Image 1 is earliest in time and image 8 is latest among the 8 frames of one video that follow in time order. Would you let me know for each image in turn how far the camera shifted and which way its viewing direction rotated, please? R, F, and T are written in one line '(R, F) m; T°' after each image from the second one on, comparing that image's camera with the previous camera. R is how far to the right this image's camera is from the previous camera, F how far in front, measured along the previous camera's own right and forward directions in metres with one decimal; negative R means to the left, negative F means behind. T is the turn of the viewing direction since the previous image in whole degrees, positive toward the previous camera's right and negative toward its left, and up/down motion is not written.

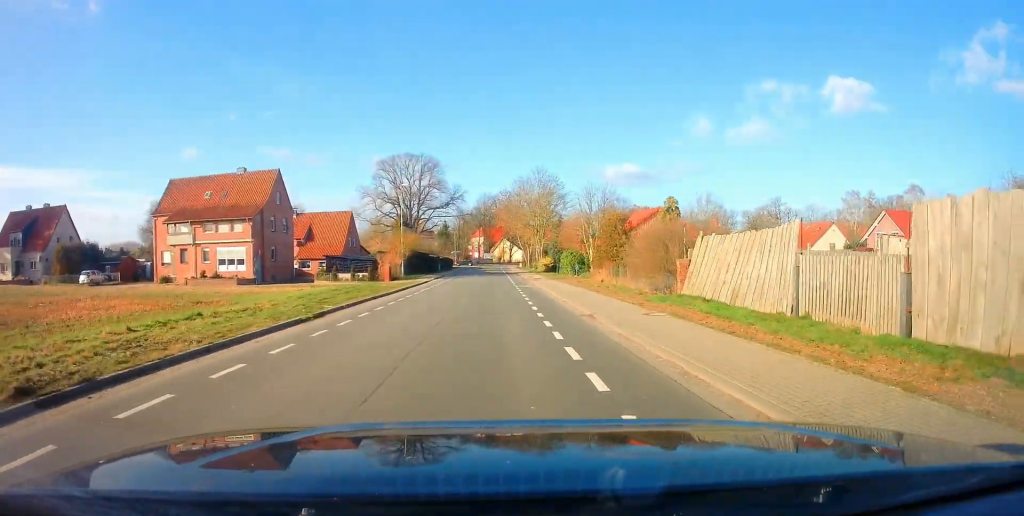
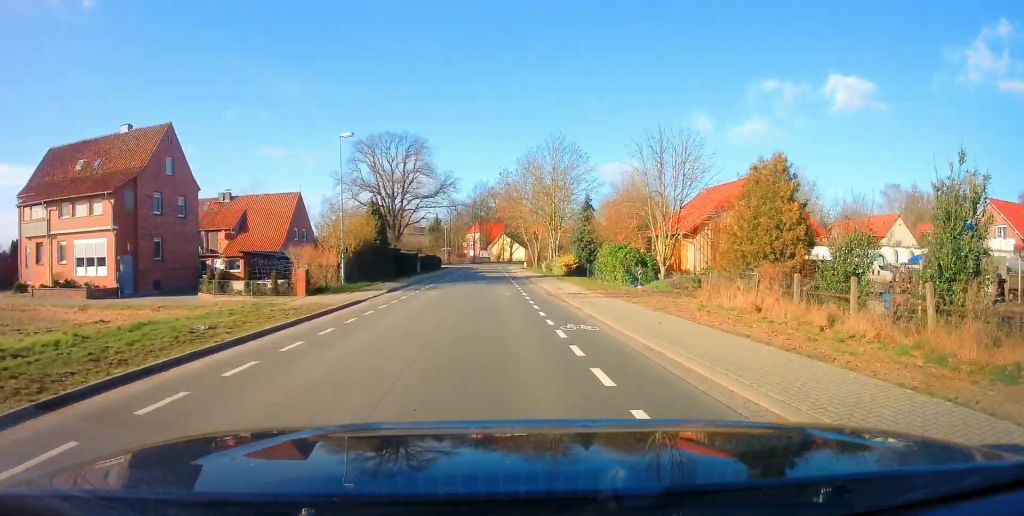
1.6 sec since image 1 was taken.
(+0.4, +19.6) m; +2°
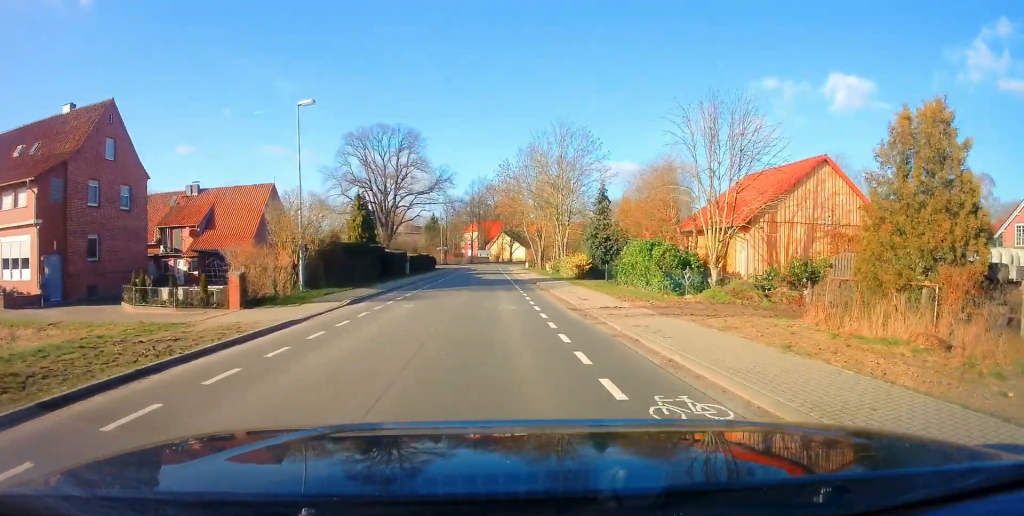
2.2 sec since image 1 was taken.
(+0.1, +6.6) m; 0°
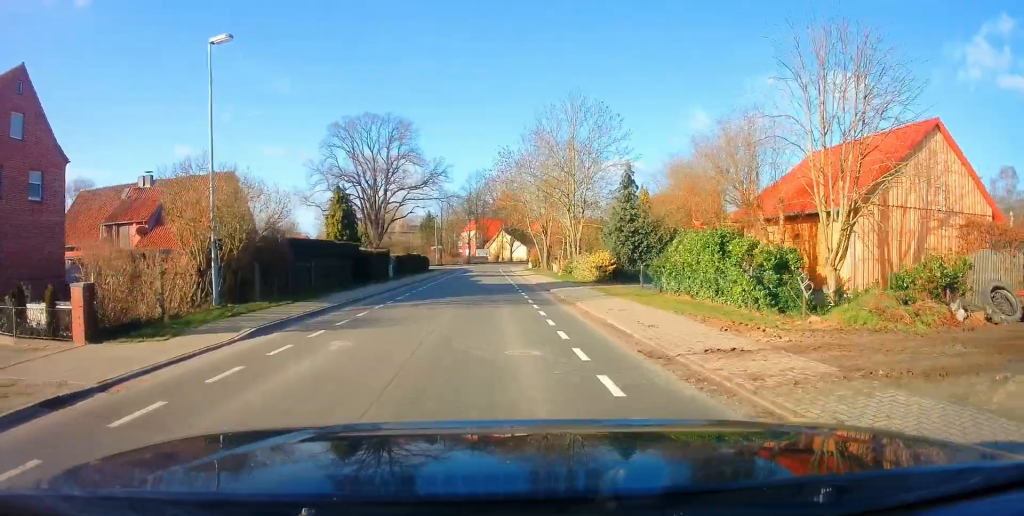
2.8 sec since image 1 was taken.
(-0.2, +7.8) m; 0°
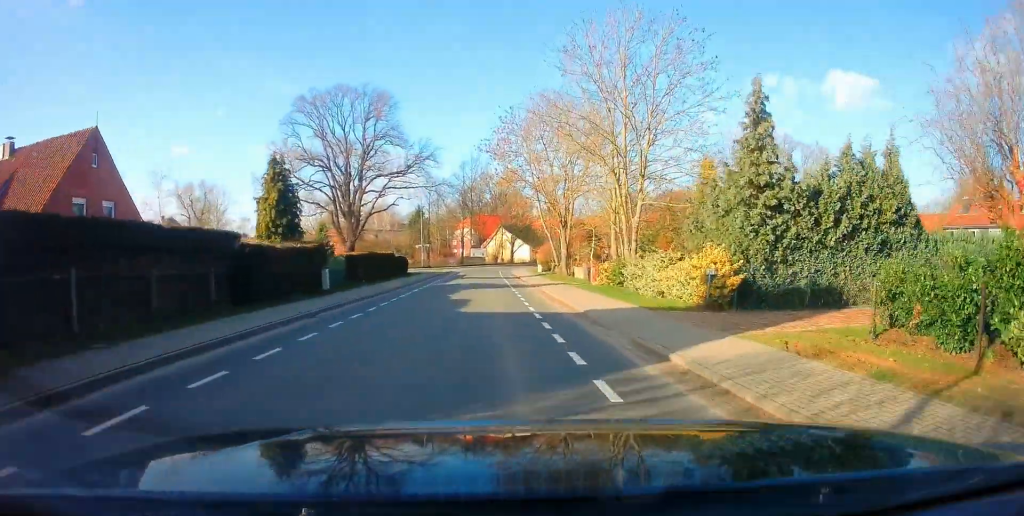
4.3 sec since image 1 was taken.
(+0.1, +16.0) m; +1°
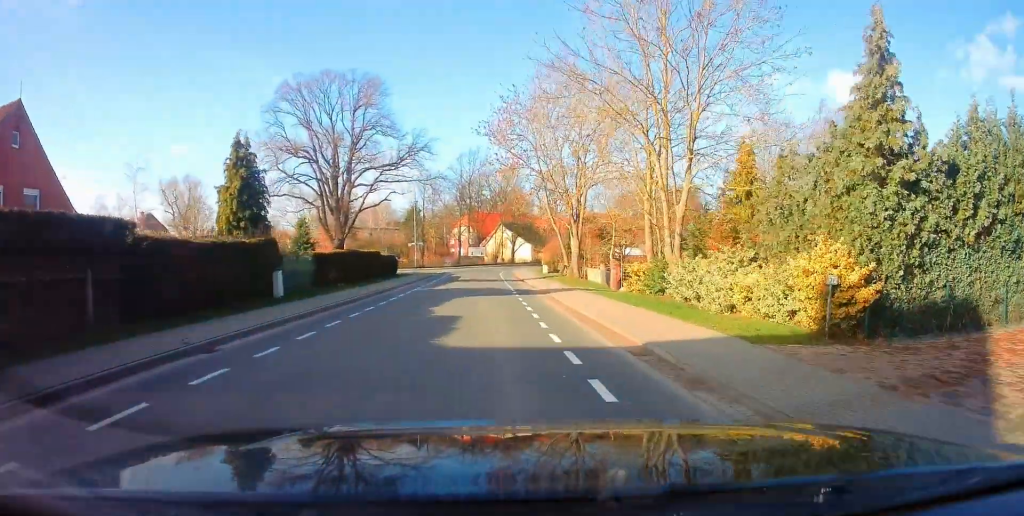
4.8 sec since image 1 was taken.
(+0.1, +5.9) m; 0°
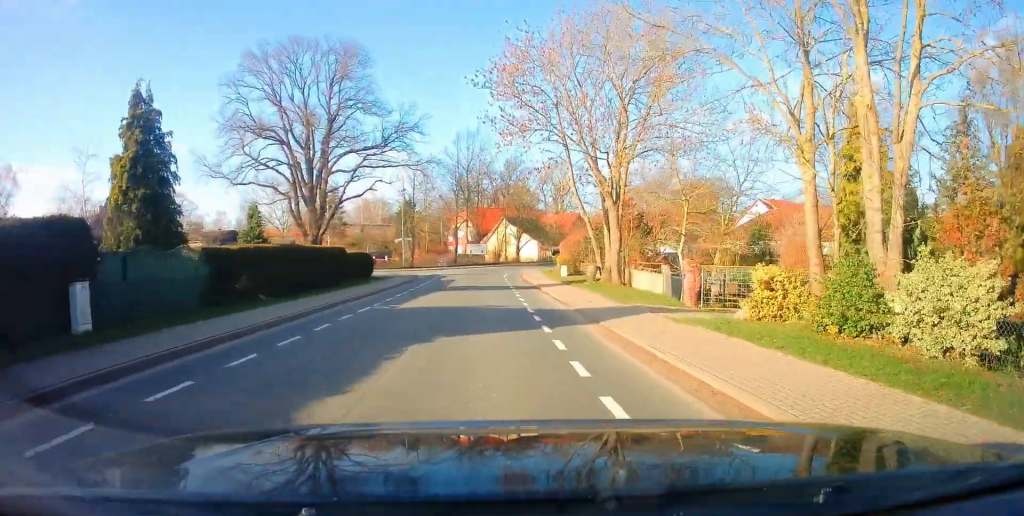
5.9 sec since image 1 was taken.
(-0.1, +10.8) m; 0°
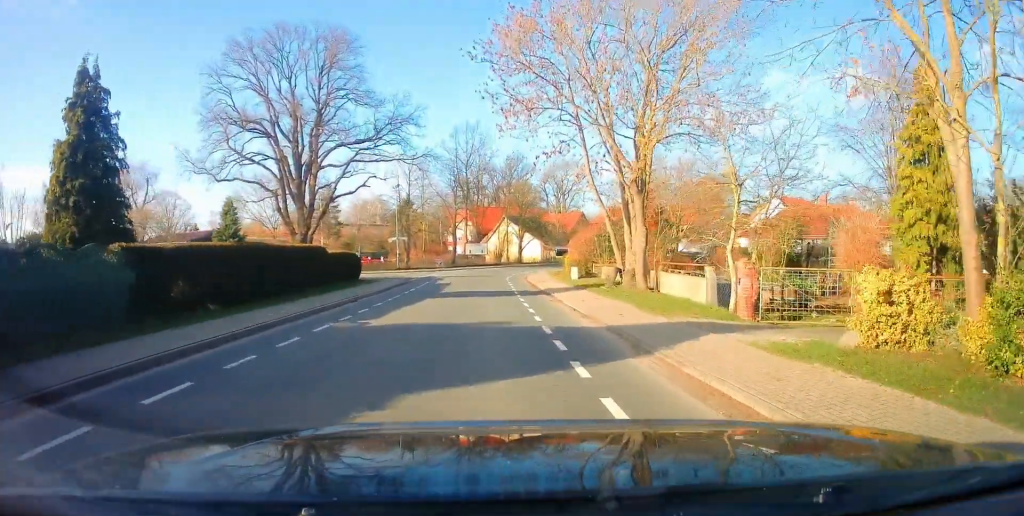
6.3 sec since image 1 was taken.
(0.0, +4.1) m; 0°
